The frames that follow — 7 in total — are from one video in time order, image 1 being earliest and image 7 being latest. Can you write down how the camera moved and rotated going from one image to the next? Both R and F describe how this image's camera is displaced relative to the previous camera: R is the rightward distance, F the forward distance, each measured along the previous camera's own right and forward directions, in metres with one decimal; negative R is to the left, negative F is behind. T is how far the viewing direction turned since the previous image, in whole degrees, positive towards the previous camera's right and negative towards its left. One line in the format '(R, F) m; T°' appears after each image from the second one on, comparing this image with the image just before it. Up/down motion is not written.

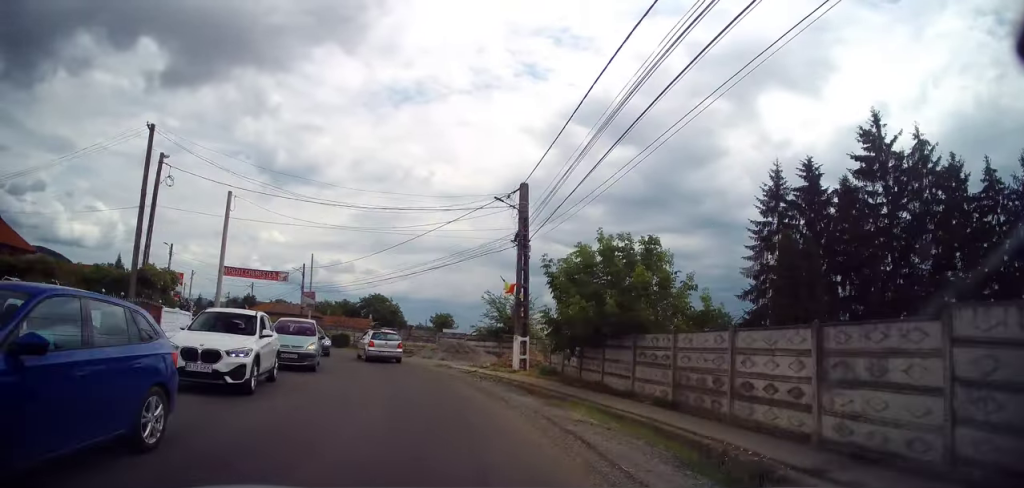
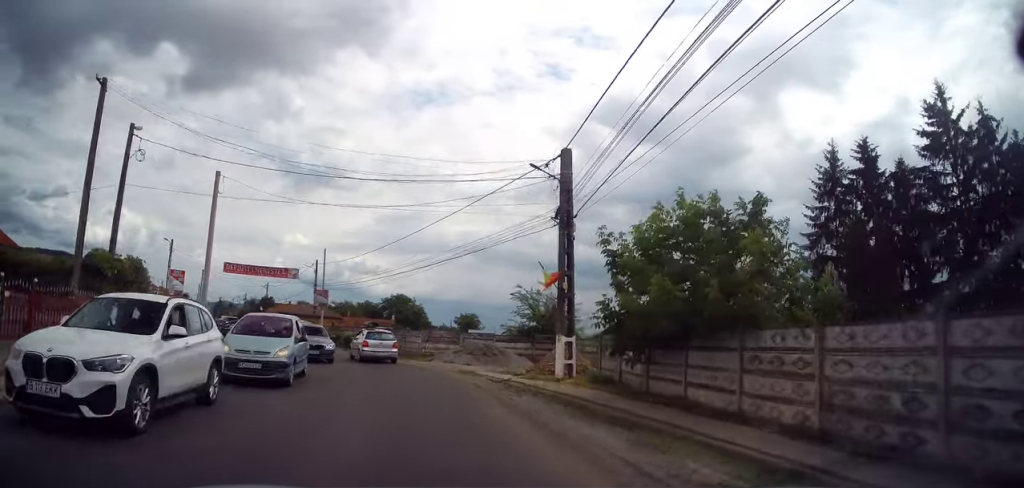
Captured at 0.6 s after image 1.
(-0.1, +4.3) m; -1°
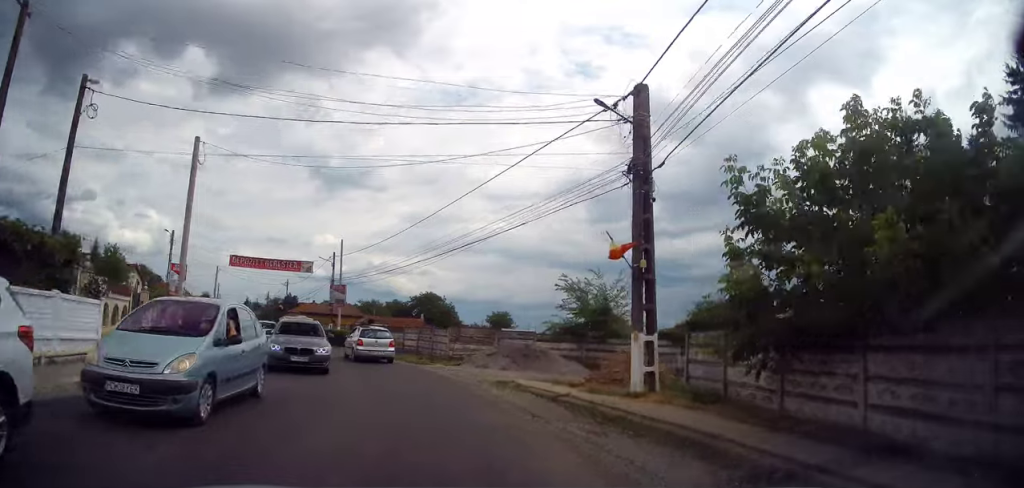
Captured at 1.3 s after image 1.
(0.0, +4.5) m; -3°
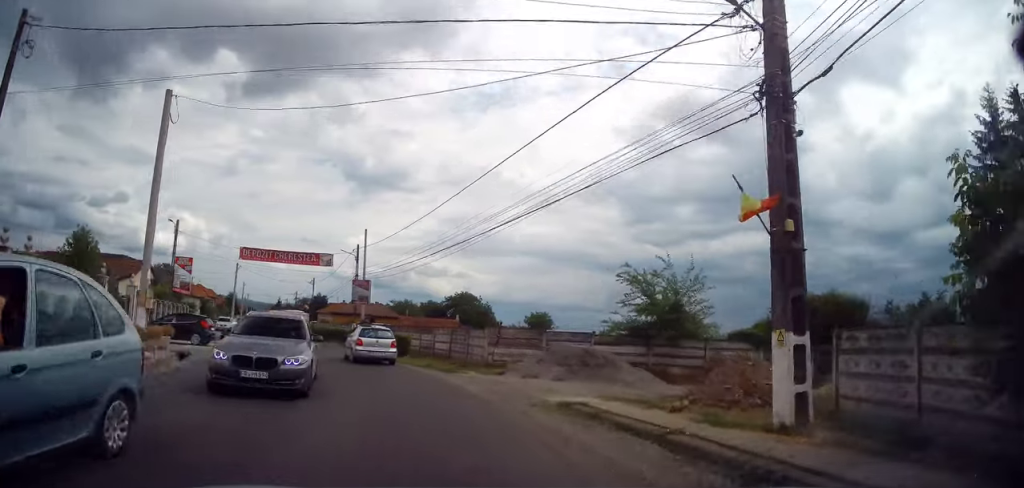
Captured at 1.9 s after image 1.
(+0.1, +4.6) m; -5°
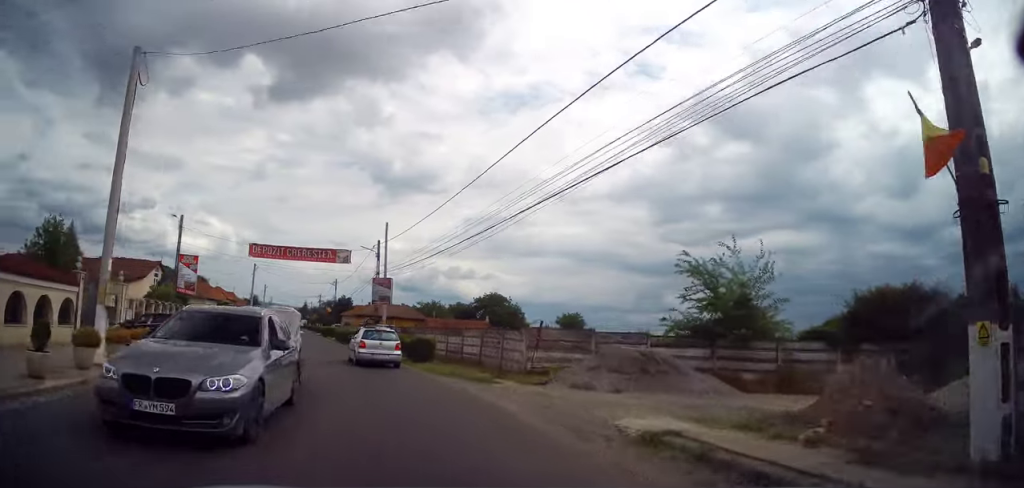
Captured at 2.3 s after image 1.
(-0.2, +3.4) m; -4°
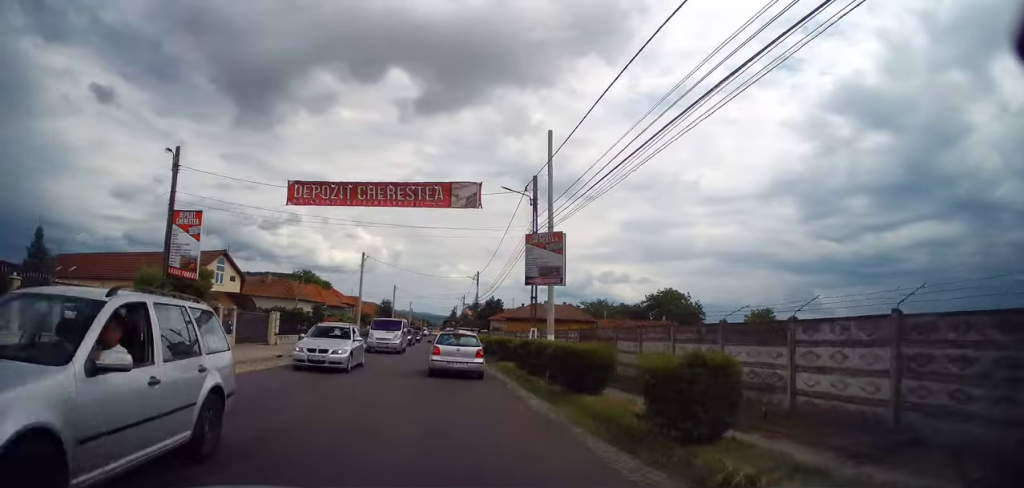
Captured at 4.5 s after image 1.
(-2.7, +17.7) m; -15°
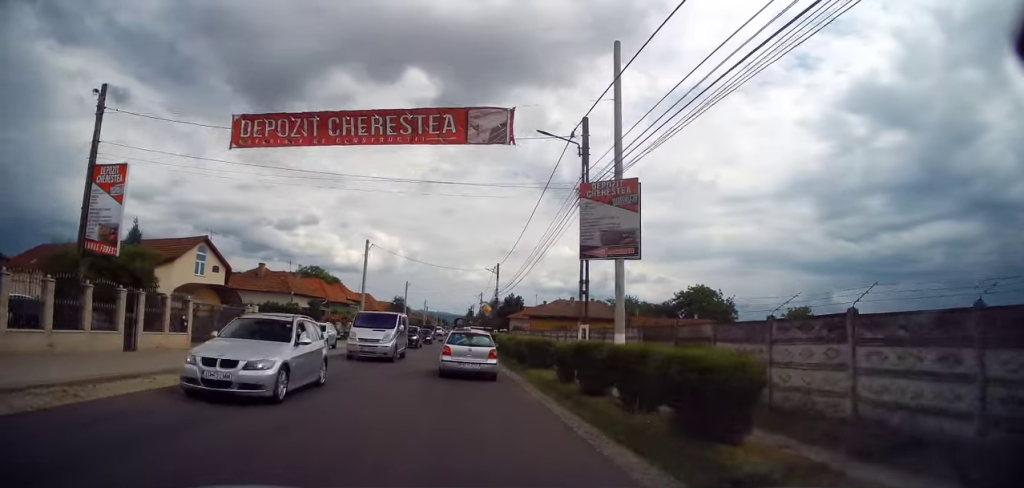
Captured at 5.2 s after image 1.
(-0.4, +6.3) m; -2°
